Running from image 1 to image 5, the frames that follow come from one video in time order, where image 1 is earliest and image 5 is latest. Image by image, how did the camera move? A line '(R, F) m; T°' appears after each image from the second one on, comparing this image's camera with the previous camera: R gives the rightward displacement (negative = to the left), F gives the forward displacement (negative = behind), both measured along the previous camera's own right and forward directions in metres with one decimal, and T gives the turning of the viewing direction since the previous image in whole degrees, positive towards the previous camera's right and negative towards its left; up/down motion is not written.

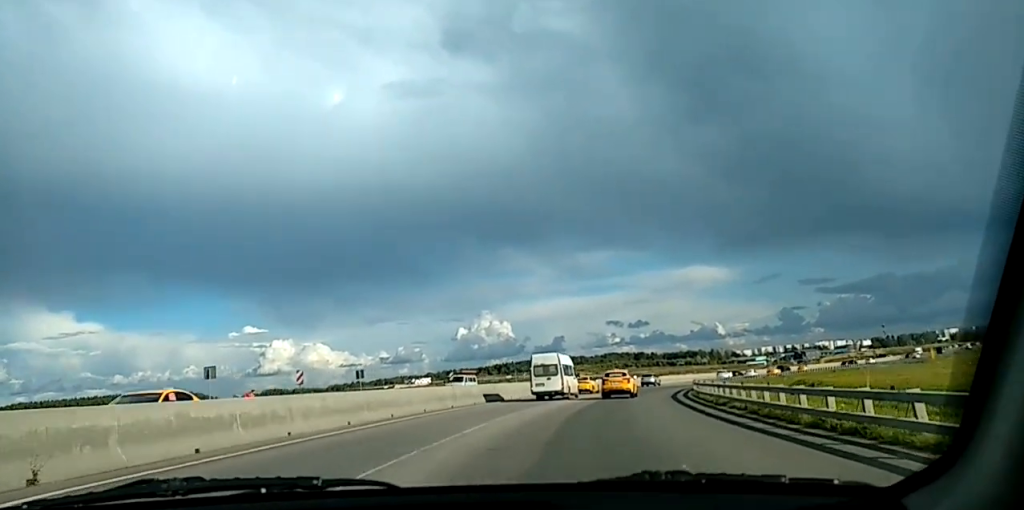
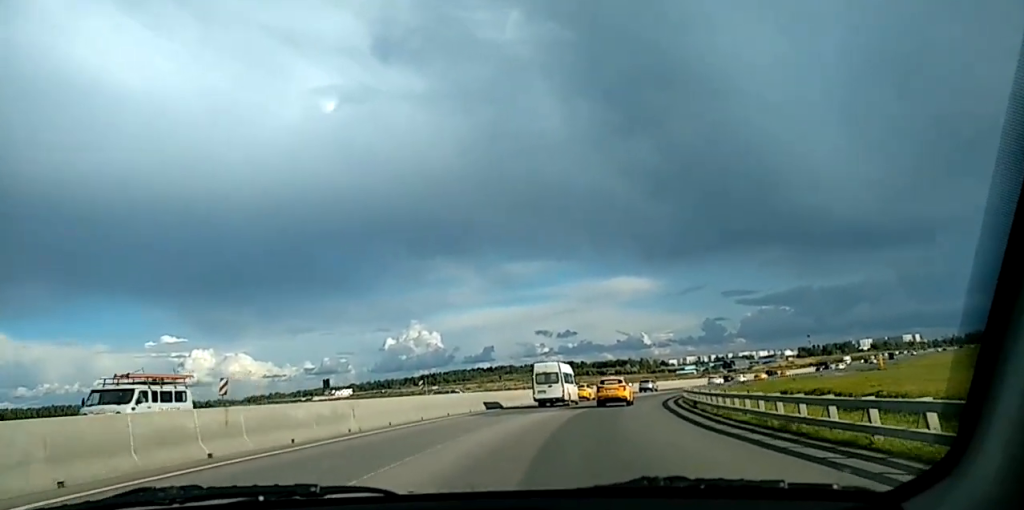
(+1.0, +23.1) m; +4°
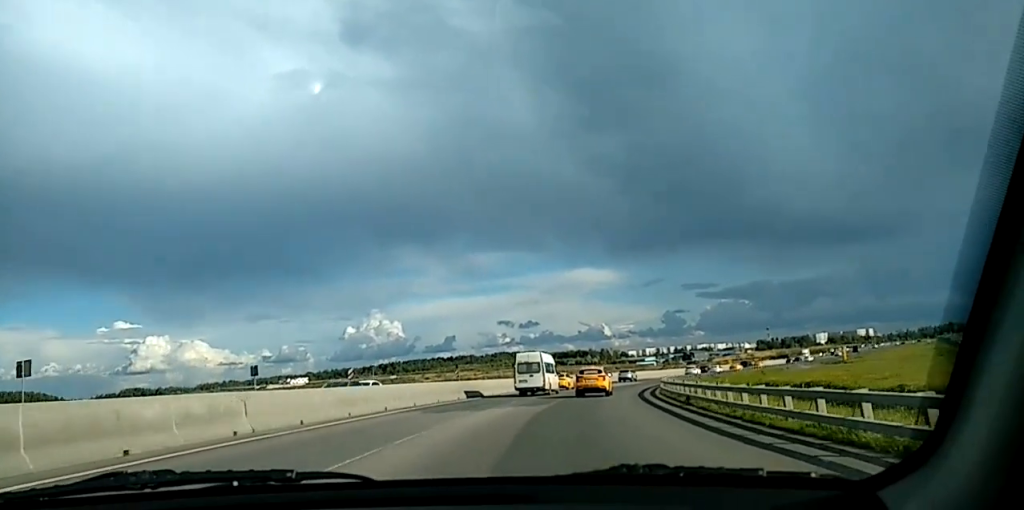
(0.0, +7.5) m; +1°
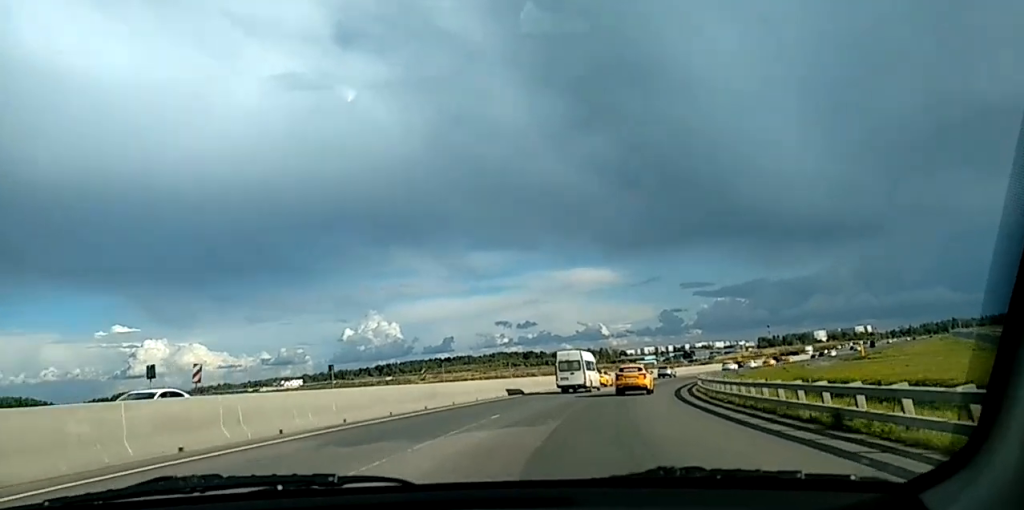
(+0.4, +13.6) m; +2°
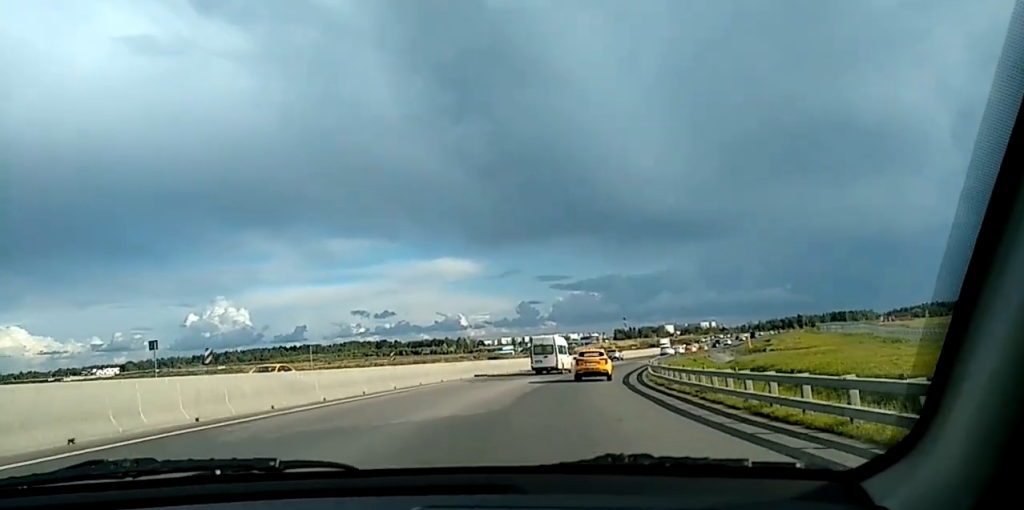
(+1.8, +35.3) m; +7°
